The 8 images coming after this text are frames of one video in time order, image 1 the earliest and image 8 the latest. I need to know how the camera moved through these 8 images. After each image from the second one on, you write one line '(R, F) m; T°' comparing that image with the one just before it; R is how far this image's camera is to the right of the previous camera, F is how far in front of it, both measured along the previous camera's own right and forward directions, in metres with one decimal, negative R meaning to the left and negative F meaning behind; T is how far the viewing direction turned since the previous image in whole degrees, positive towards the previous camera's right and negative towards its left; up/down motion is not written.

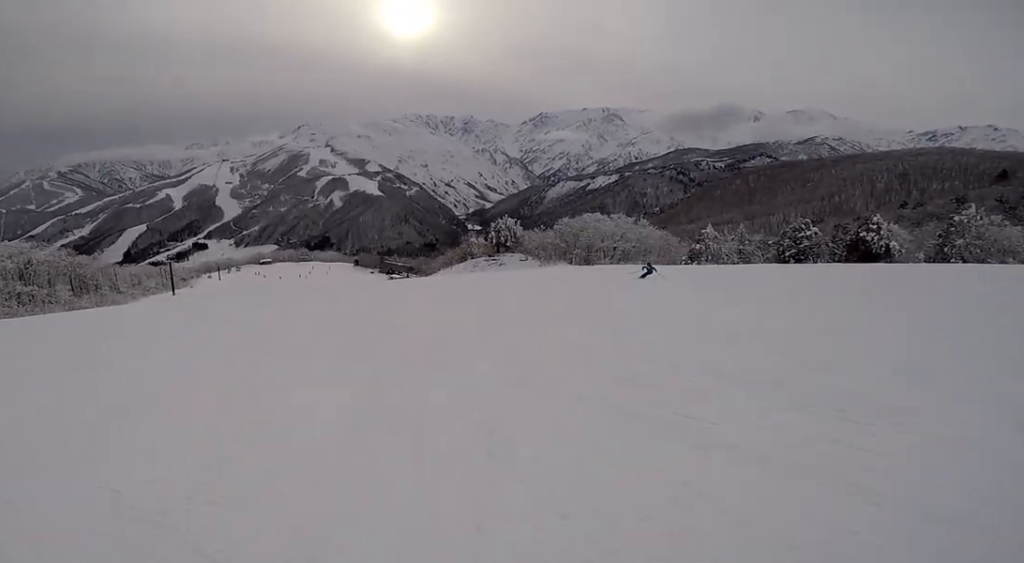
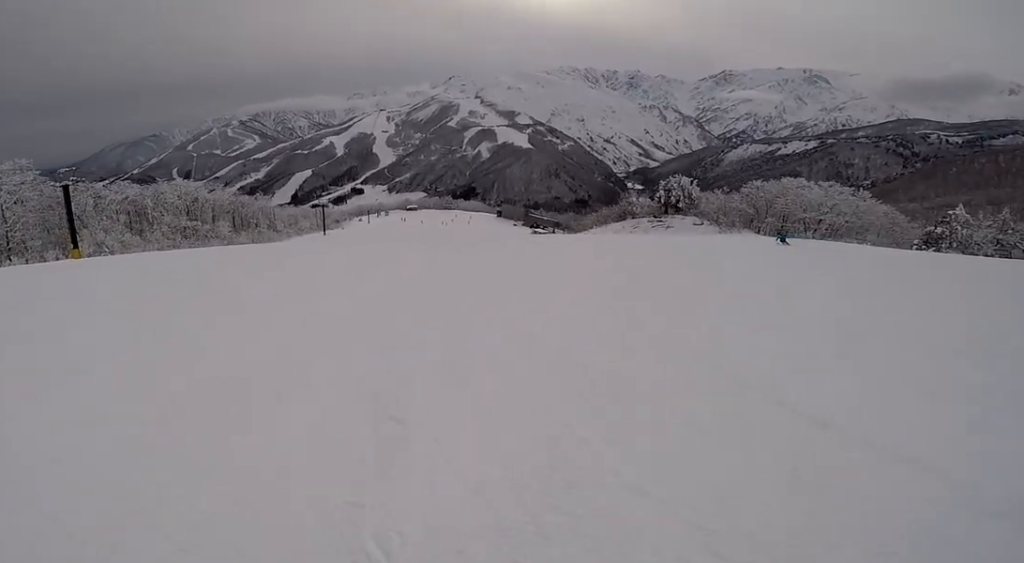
(-1.8, +6.0) m; -30°
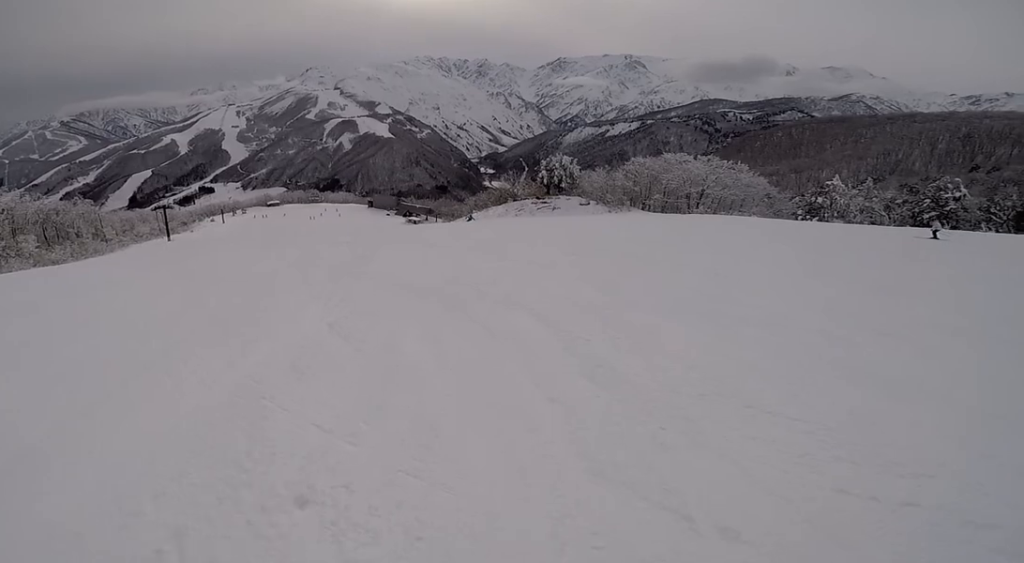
(0.0, +12.4) m; +18°
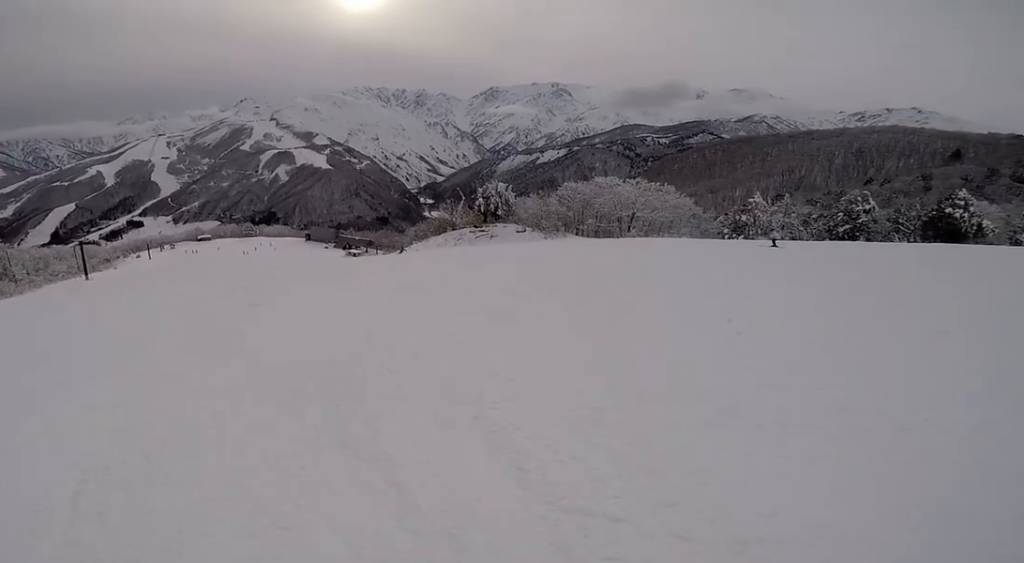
(+0.5, +3.1) m; +5°
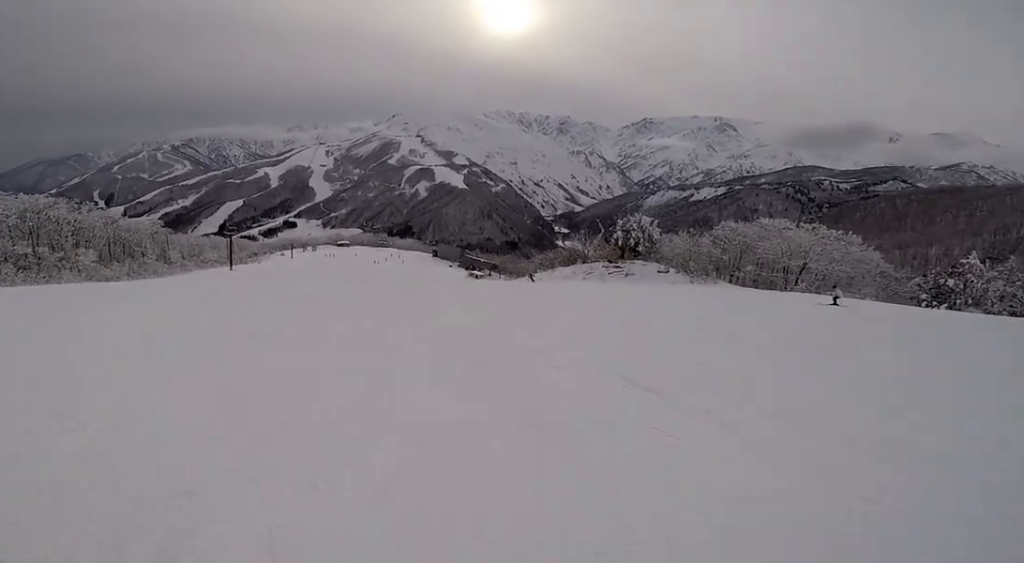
(-0.2, +4.3) m; -8°
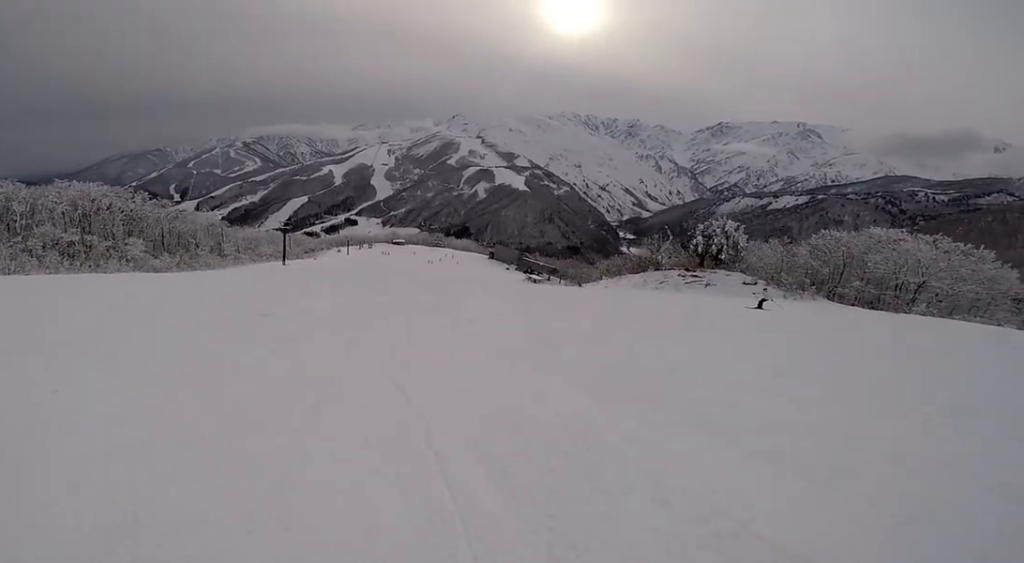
(-0.7, +5.6) m; -11°
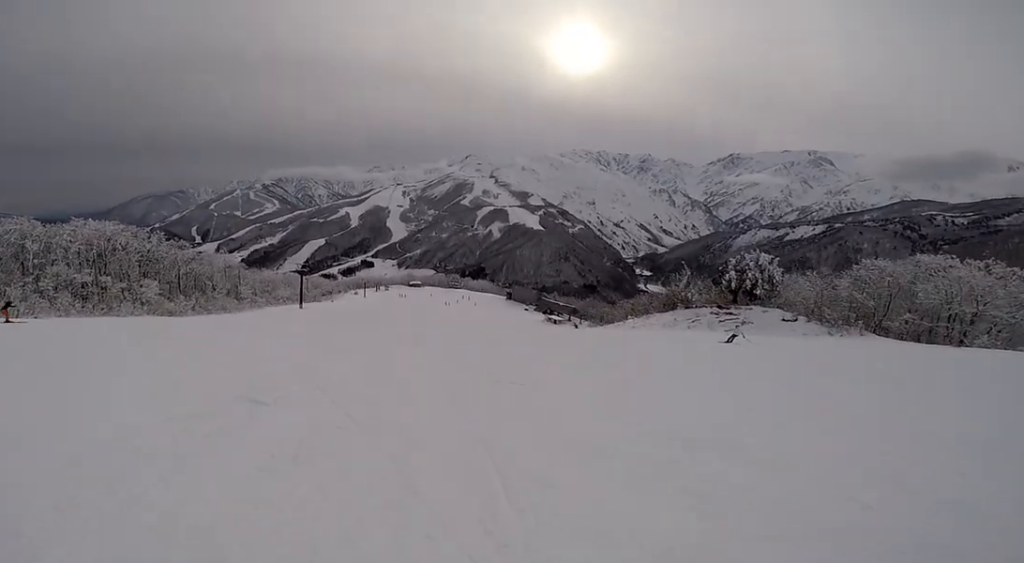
(-0.2, +3.2) m; -1°
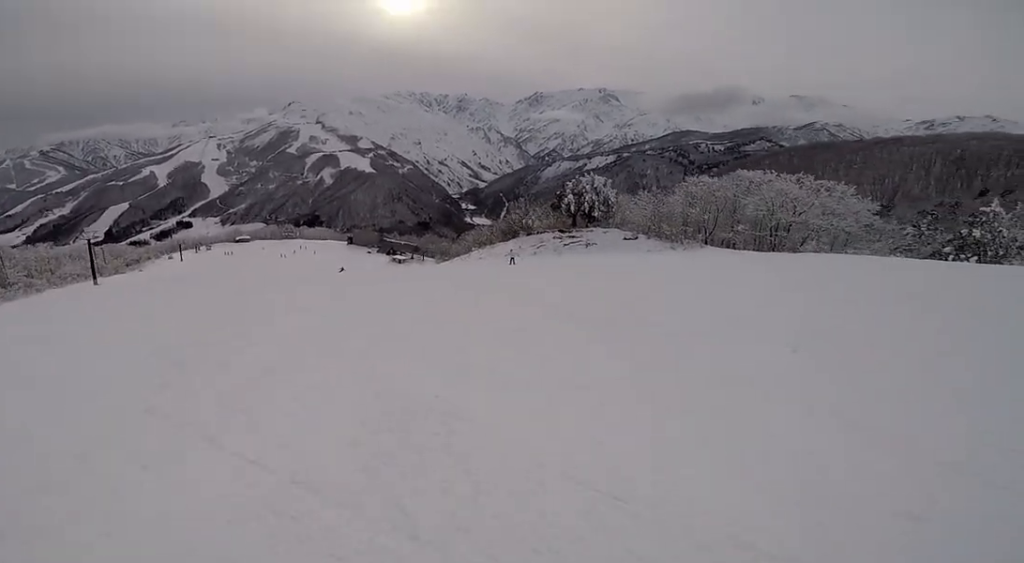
(+1.8, +8.3) m; +15°
